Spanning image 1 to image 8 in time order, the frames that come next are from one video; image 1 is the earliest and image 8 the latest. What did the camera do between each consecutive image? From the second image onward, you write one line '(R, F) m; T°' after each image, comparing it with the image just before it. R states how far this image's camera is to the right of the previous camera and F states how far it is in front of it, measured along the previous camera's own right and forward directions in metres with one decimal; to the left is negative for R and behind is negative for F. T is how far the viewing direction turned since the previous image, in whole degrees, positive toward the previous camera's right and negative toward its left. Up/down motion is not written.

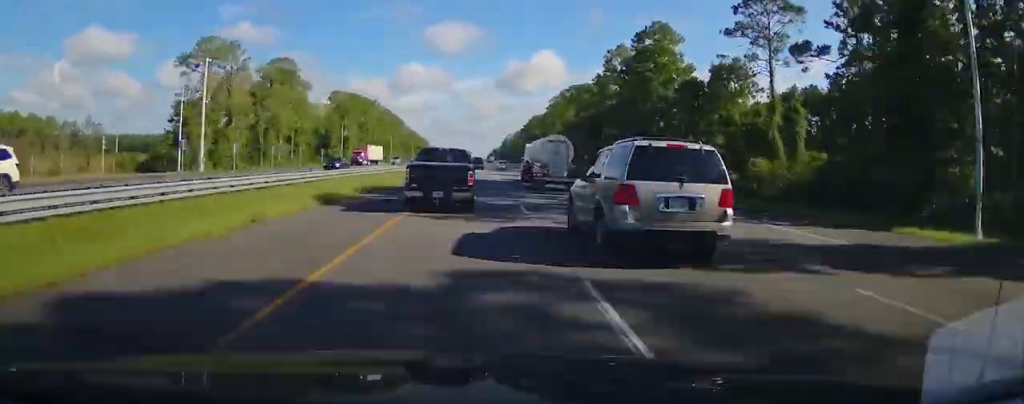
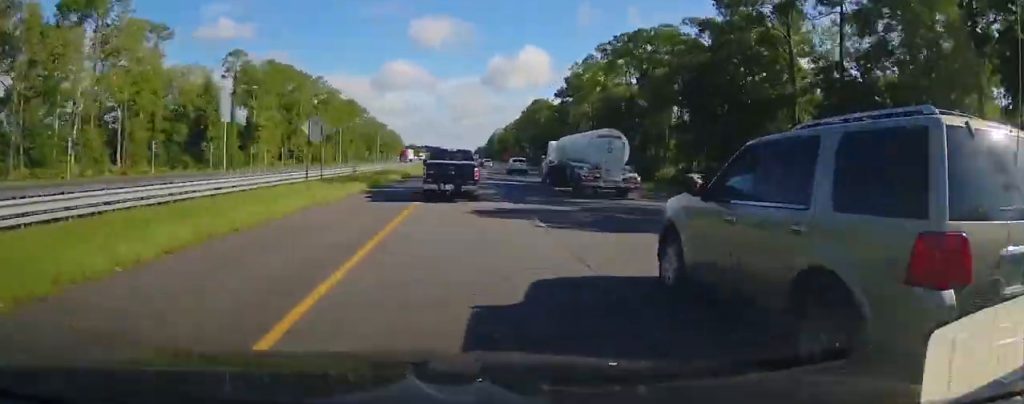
(+0.4, +66.9) m; 0°
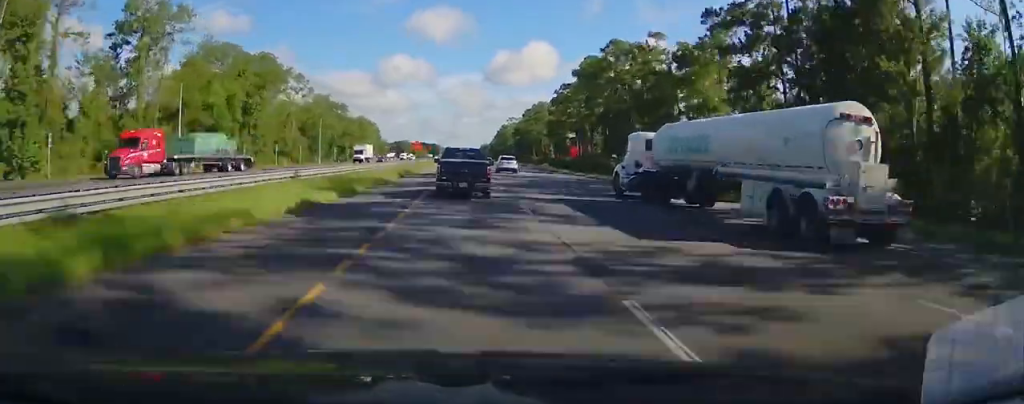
(+0.6, +96.5) m; 0°
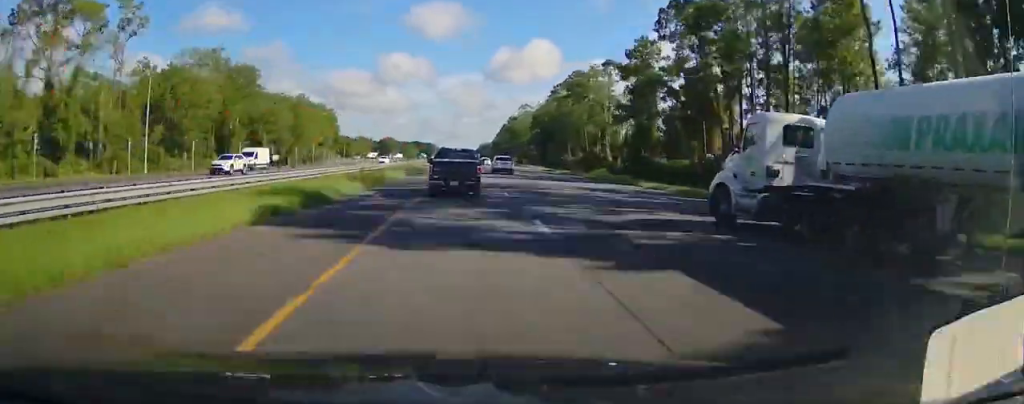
(+0.1, +78.8) m; 0°
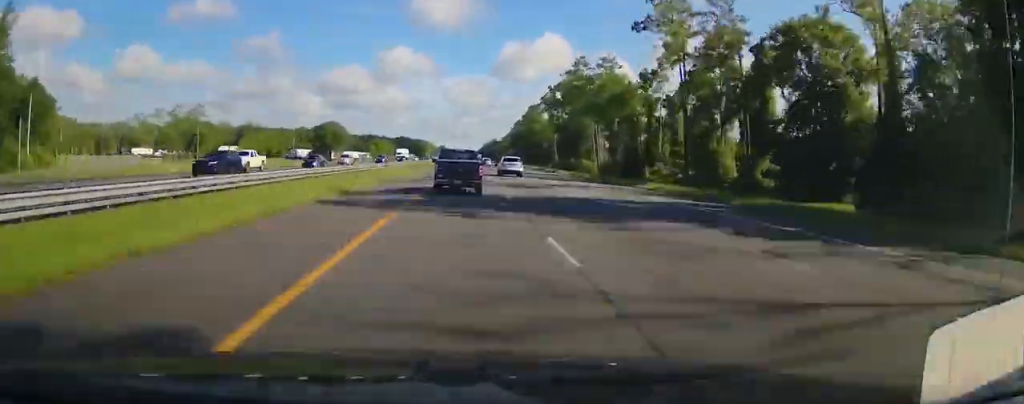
(0.0, +162.5) m; 0°
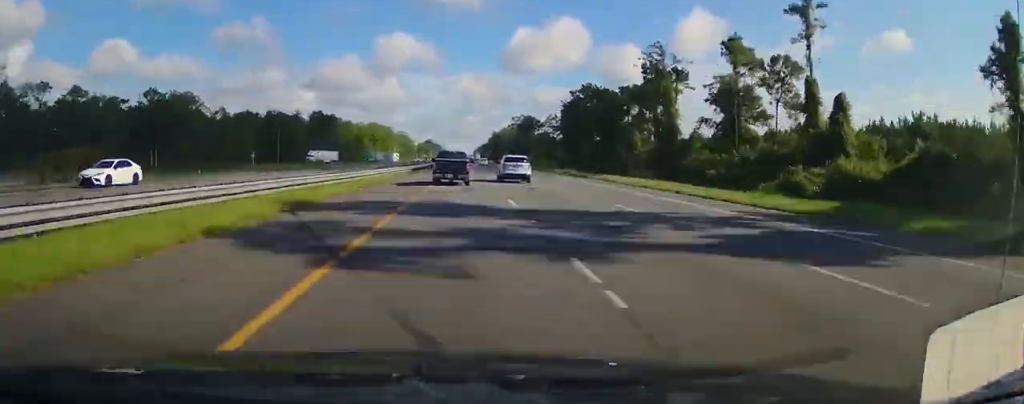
(-0.3, +316.5) m; 0°
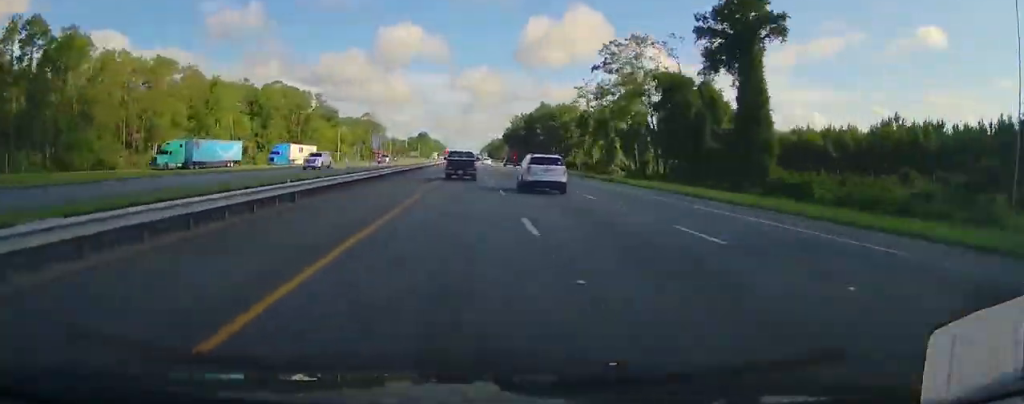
(-0.5, +133.2) m; 0°
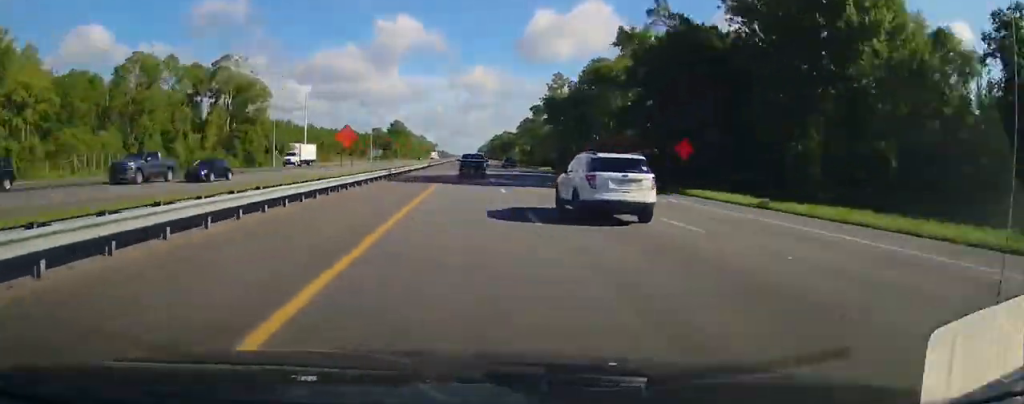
(+0.2, +118.7) m; 0°
